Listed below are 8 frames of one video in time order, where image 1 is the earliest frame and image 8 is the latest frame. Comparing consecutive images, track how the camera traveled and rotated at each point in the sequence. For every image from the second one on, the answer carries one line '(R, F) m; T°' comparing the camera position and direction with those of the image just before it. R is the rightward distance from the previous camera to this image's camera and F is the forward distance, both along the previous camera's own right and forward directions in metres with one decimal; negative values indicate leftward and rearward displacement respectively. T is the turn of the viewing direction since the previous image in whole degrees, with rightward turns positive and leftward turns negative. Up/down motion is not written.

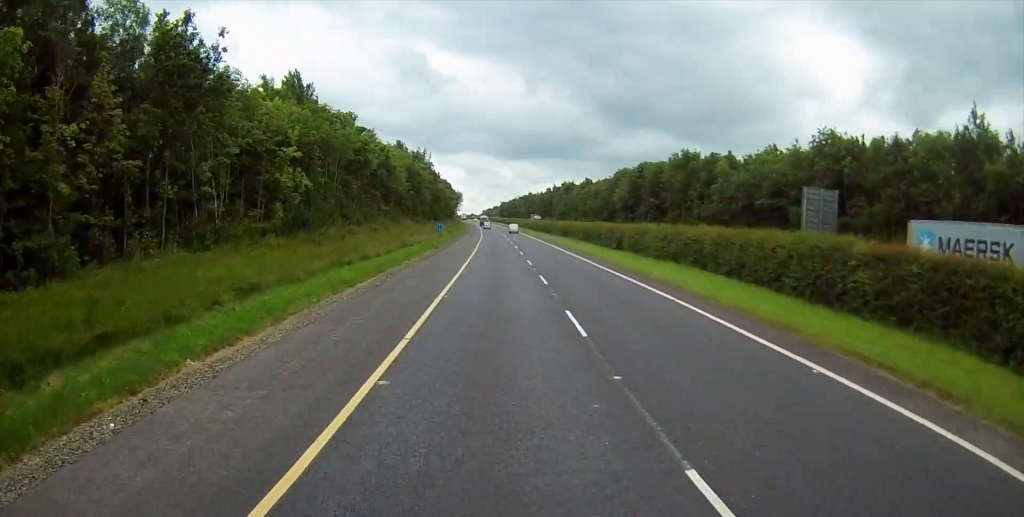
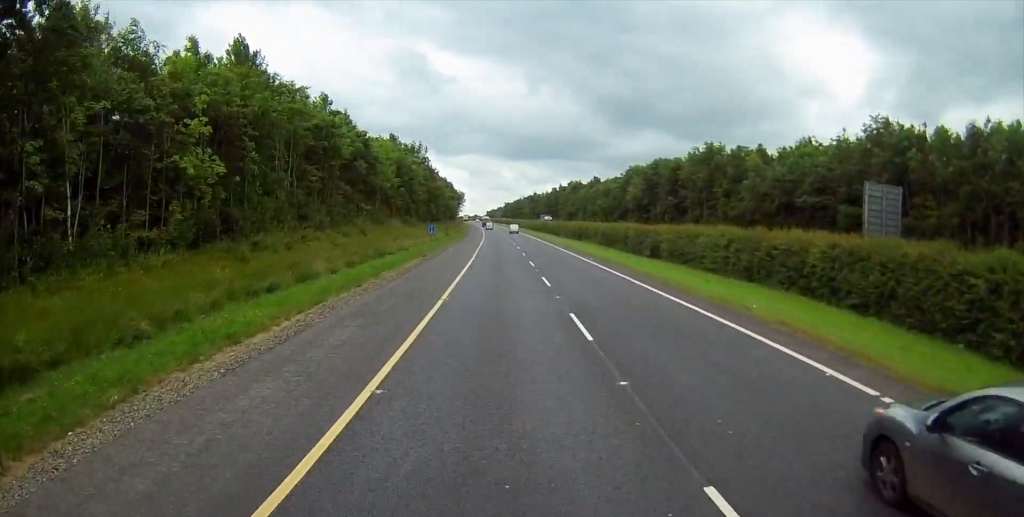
(0.0, +12.3) m; 0°
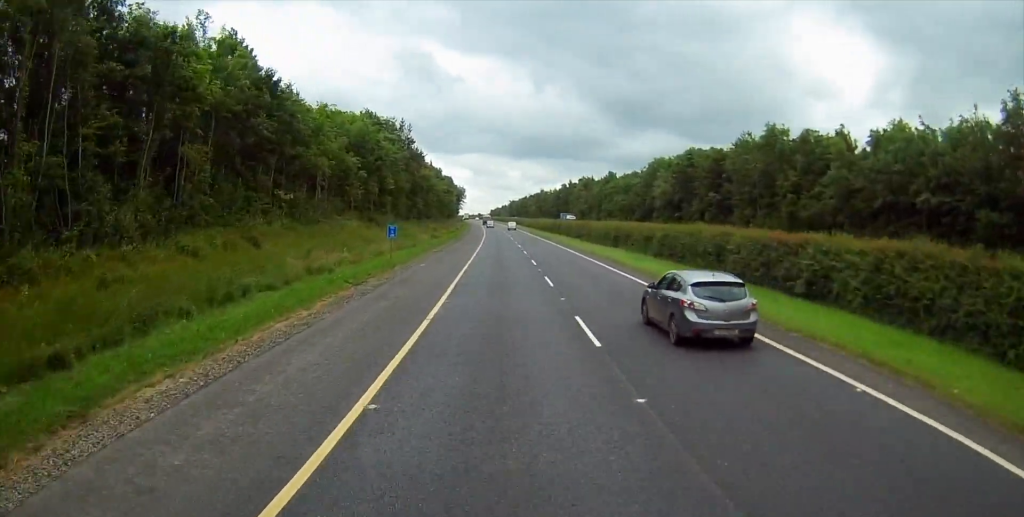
(+0.1, +24.8) m; 0°
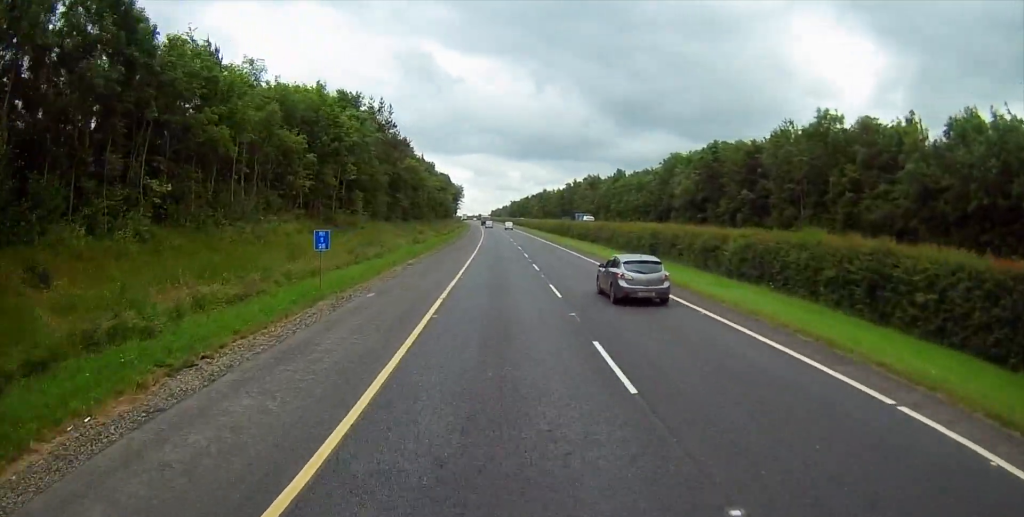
(0.0, +15.5) m; 0°
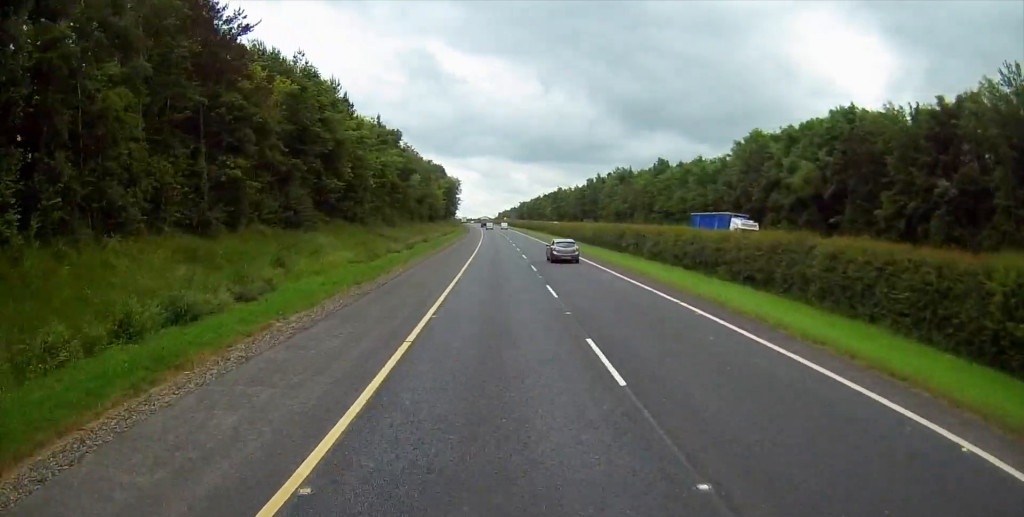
(-0.7, +47.3) m; -2°
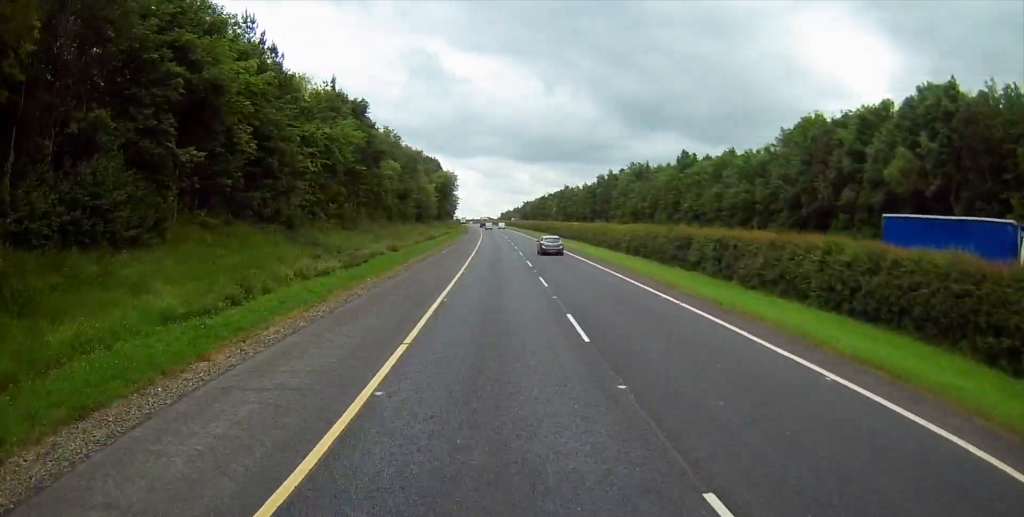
(-0.1, +20.1) m; +1°
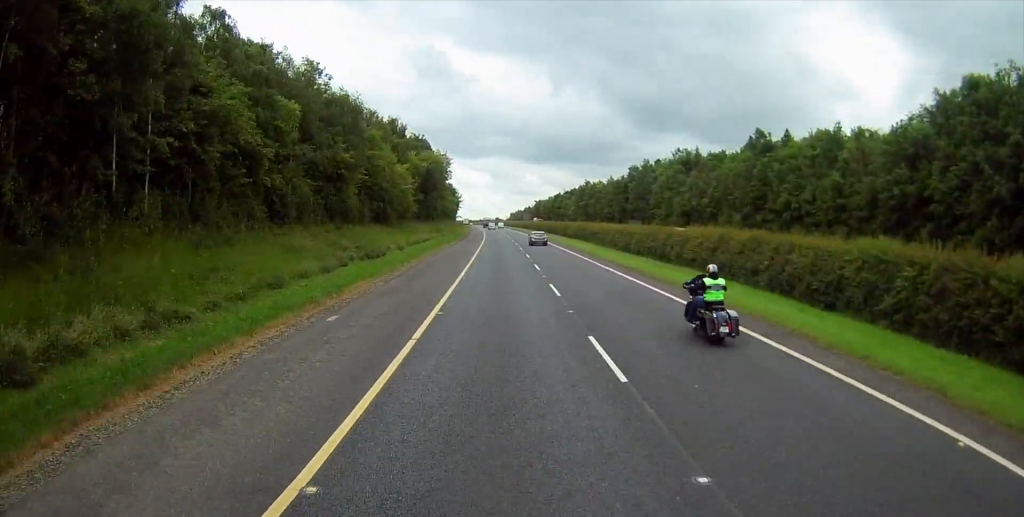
(-0.1, +39.7) m; -1°
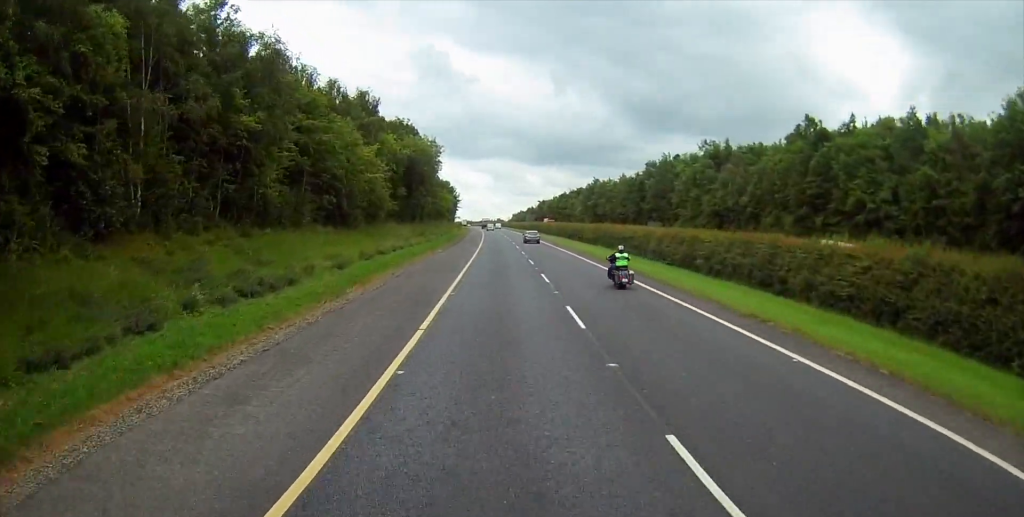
(-0.2, +18.7) m; 0°
